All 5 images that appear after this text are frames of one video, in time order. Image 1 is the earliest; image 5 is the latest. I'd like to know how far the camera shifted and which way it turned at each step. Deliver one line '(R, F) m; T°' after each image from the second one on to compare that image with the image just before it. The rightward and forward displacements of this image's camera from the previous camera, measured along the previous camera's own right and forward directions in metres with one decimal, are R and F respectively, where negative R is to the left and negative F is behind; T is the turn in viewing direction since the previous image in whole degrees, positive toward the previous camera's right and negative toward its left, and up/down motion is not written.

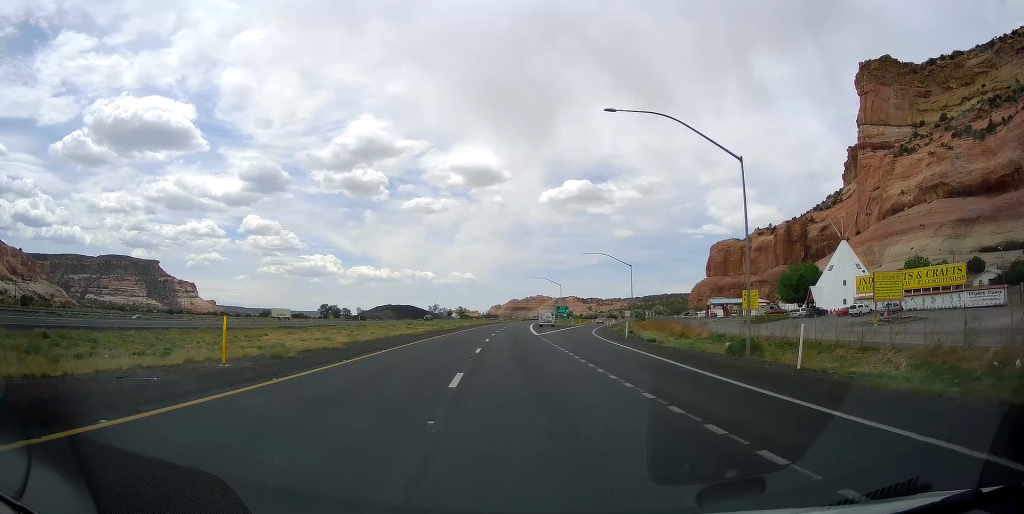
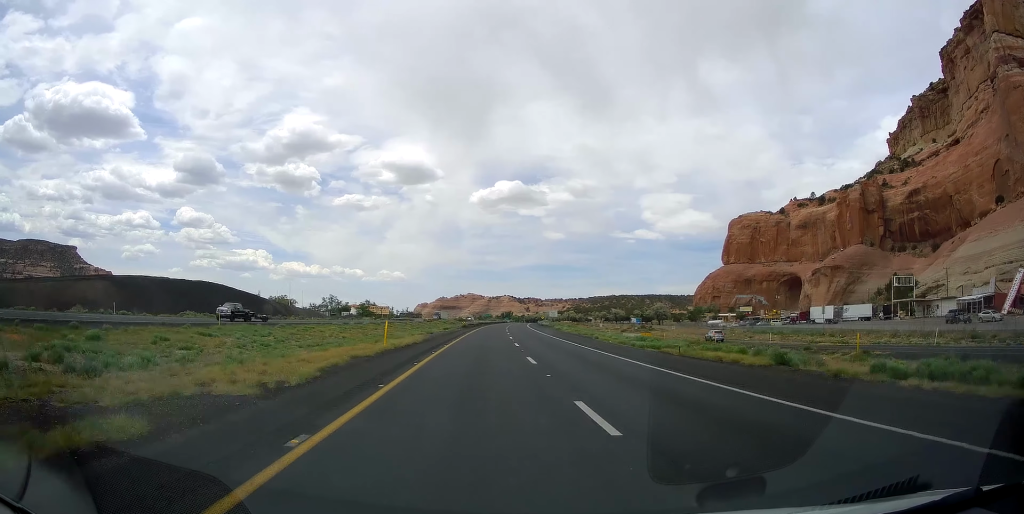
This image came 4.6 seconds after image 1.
(+8.5, +162.8) m; +7°
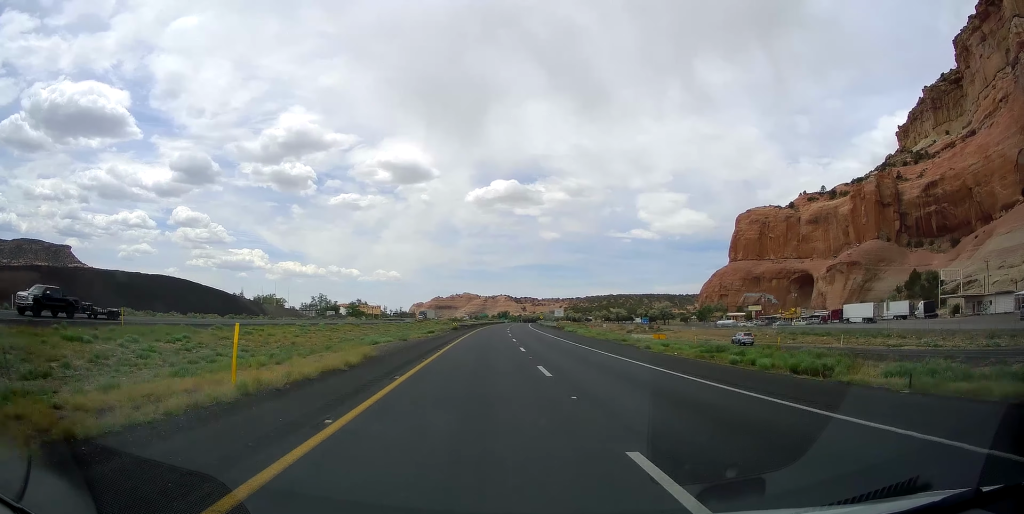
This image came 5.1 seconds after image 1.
(0.0, +16.4) m; 0°
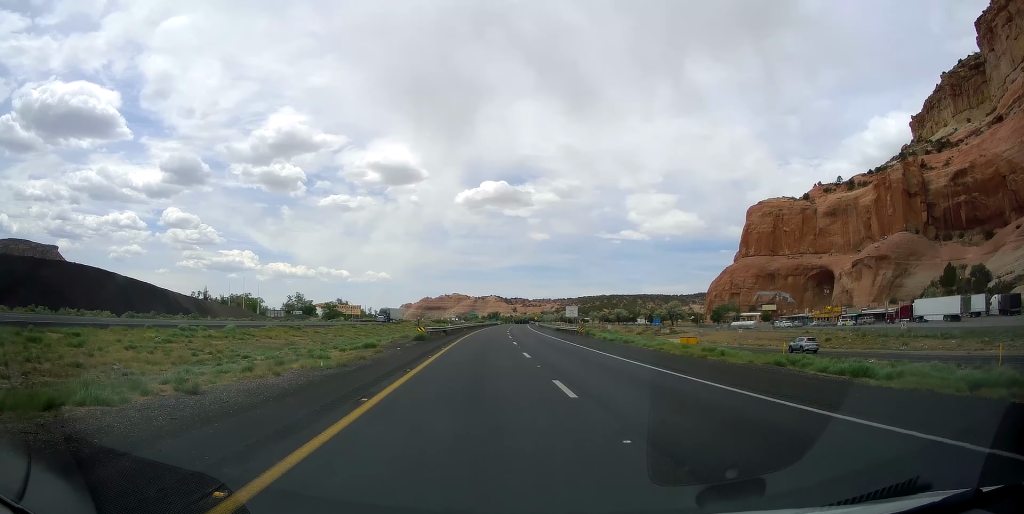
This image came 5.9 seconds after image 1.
(+0.2, +28.2) m; +1°
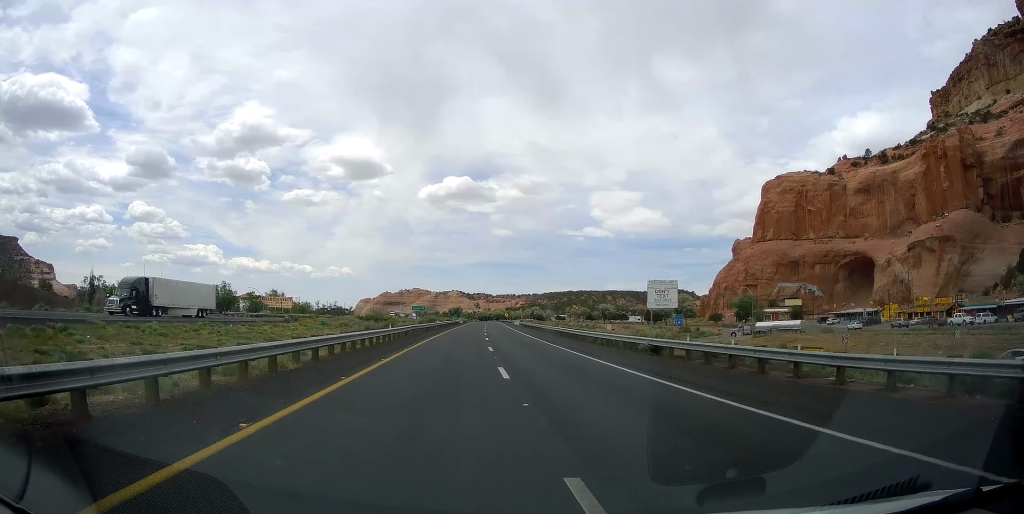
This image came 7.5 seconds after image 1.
(+0.4, +57.8) m; +3°
